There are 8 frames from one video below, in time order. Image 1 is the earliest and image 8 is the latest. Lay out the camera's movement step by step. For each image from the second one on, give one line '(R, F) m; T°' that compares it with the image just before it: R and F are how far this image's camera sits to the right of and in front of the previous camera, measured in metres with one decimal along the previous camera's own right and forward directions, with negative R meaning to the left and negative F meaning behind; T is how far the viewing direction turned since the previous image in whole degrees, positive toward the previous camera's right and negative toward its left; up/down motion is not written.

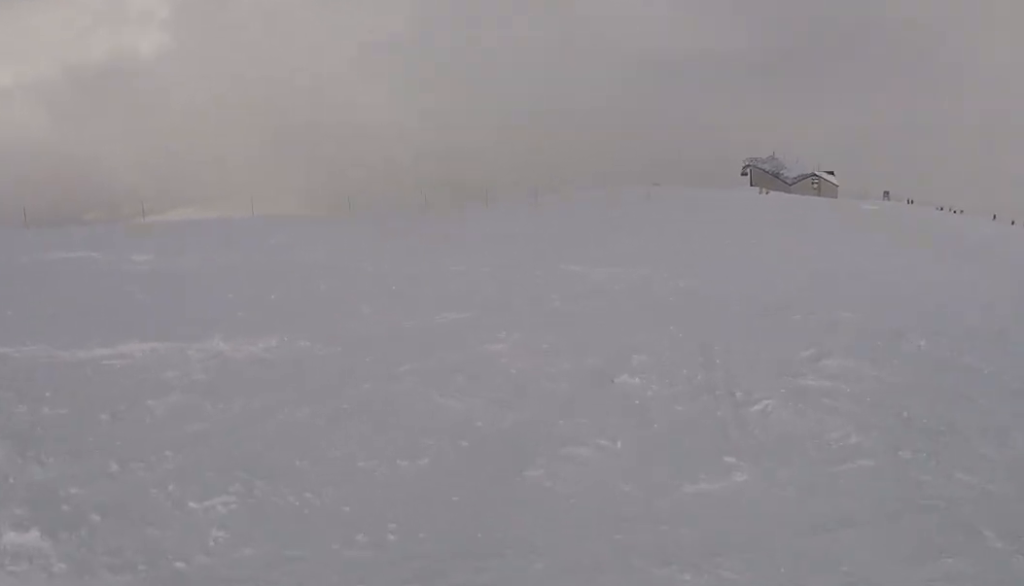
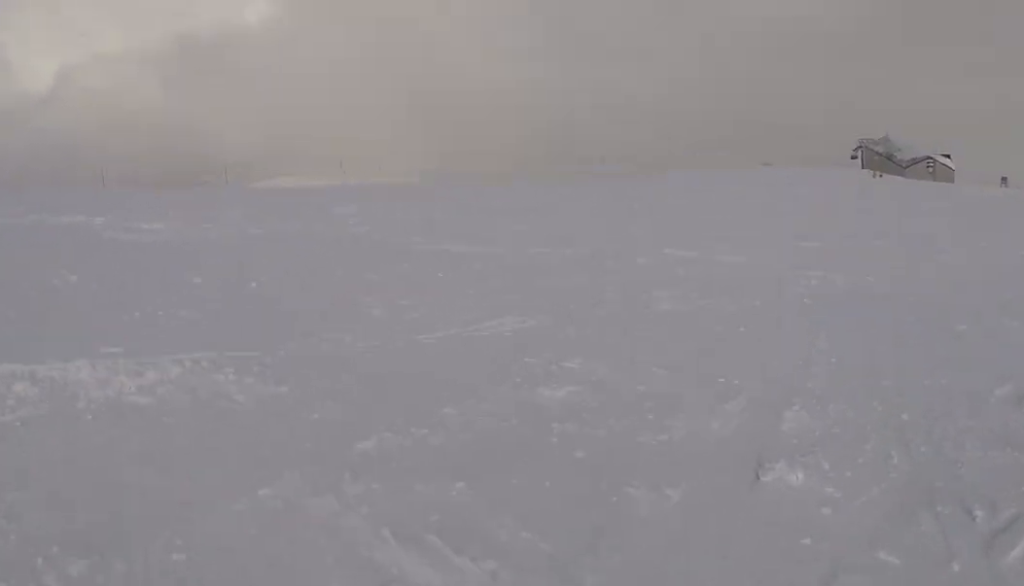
(-0.2, +3.6) m; +2°
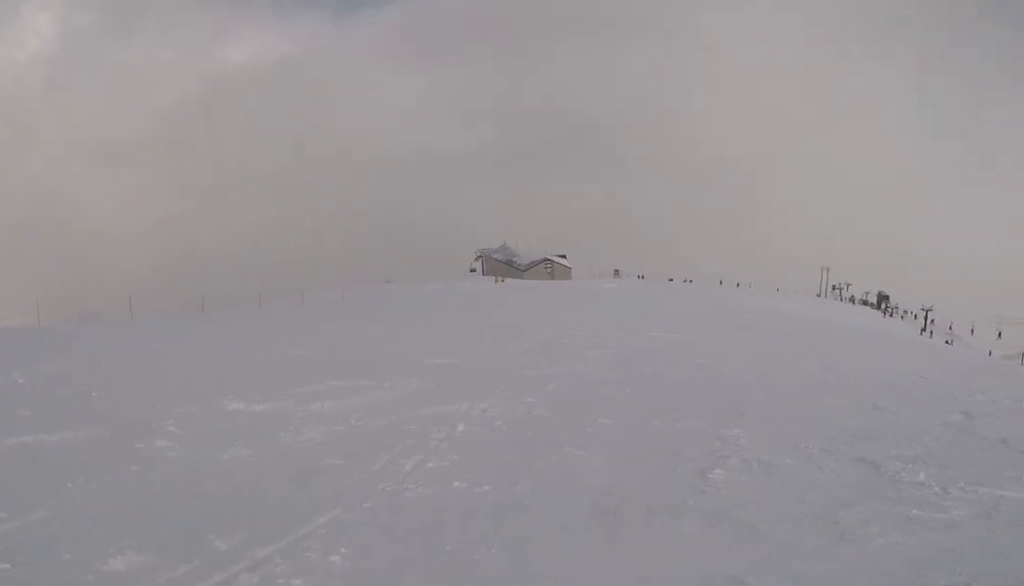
(+0.4, +7.3) m; +21°
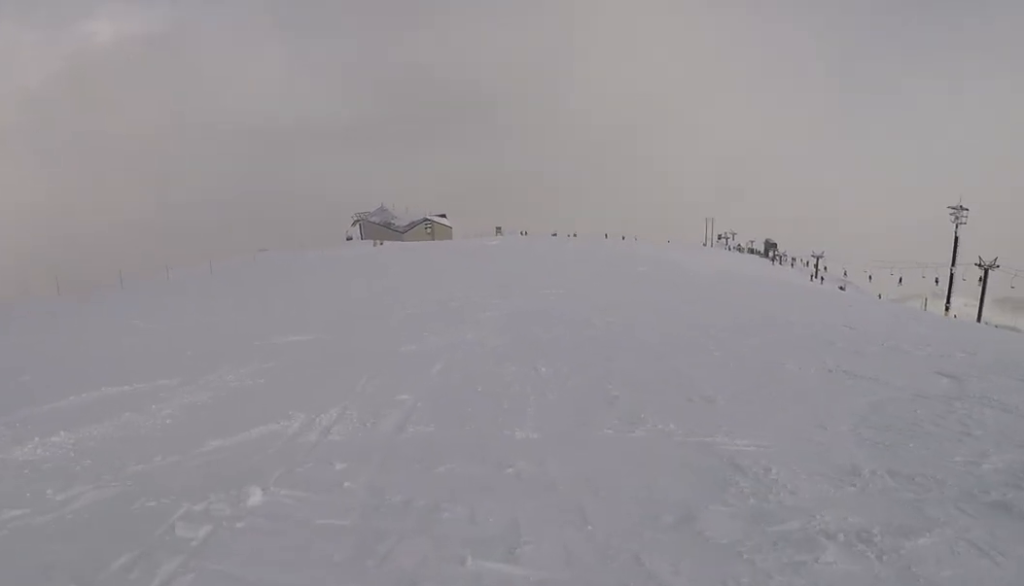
(+1.8, +5.3) m; +8°
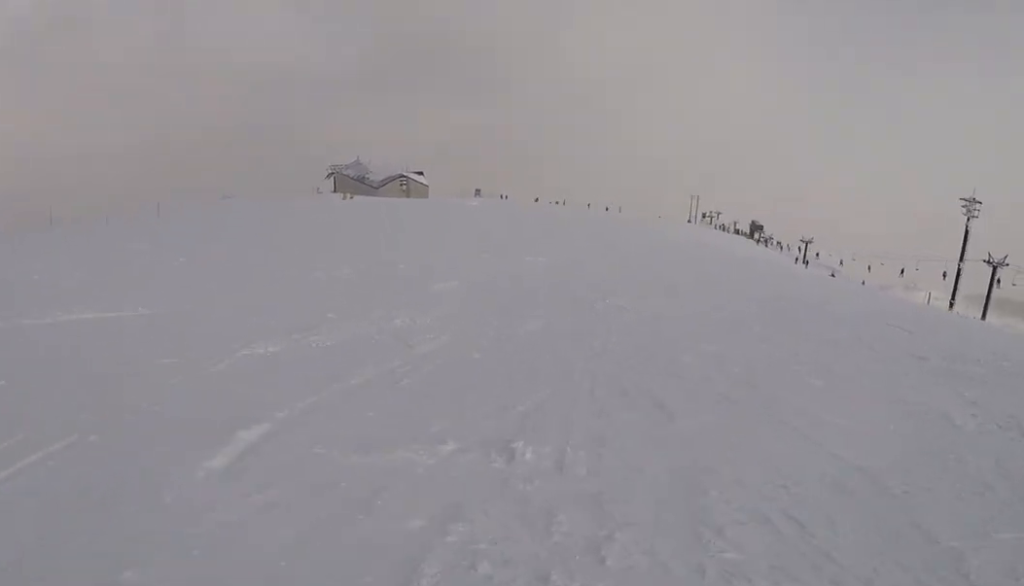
(+0.2, +8.7) m; +6°
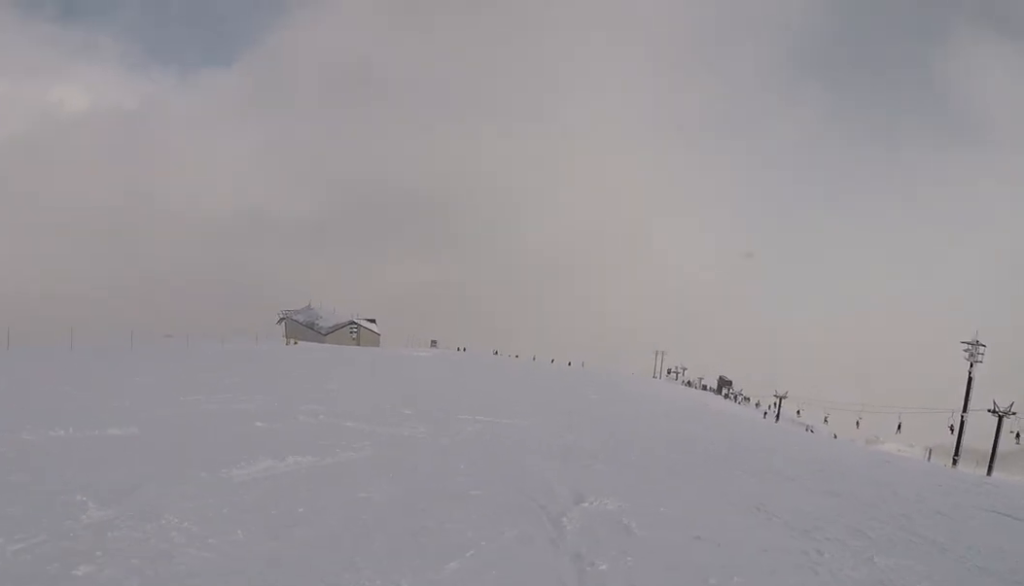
(+0.8, +10.3) m; 0°
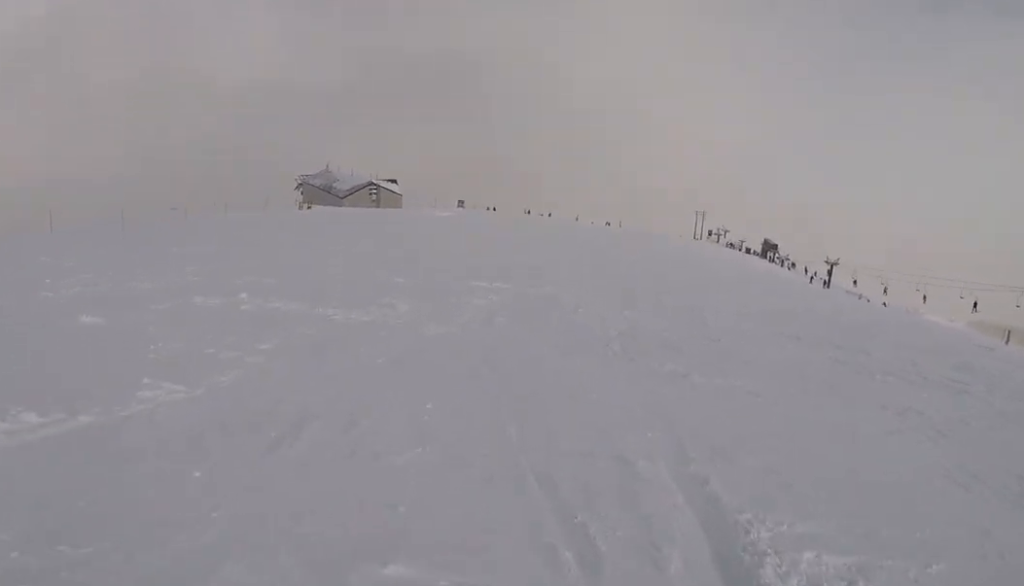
(-0.5, +8.1) m; -1°
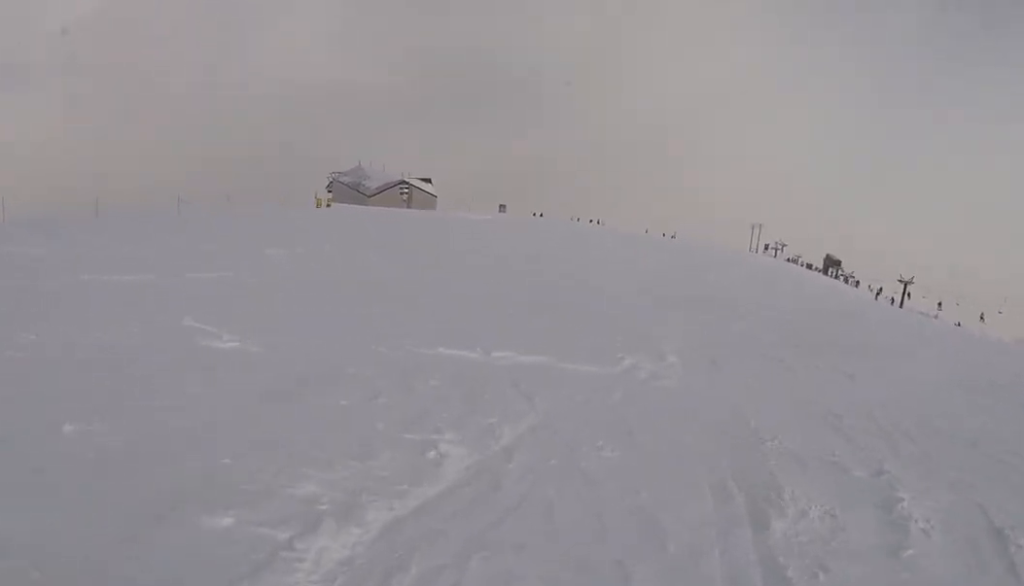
(+0.6, +13.3) m; +1°
